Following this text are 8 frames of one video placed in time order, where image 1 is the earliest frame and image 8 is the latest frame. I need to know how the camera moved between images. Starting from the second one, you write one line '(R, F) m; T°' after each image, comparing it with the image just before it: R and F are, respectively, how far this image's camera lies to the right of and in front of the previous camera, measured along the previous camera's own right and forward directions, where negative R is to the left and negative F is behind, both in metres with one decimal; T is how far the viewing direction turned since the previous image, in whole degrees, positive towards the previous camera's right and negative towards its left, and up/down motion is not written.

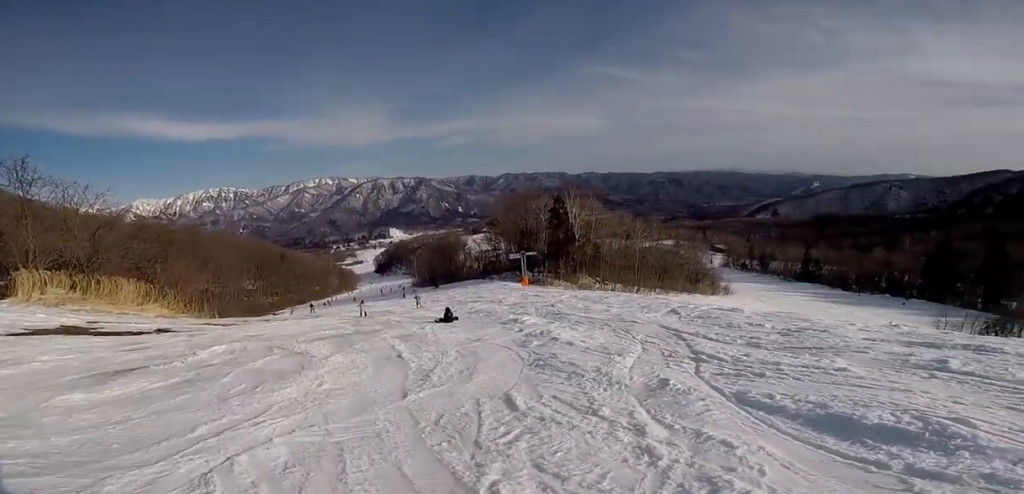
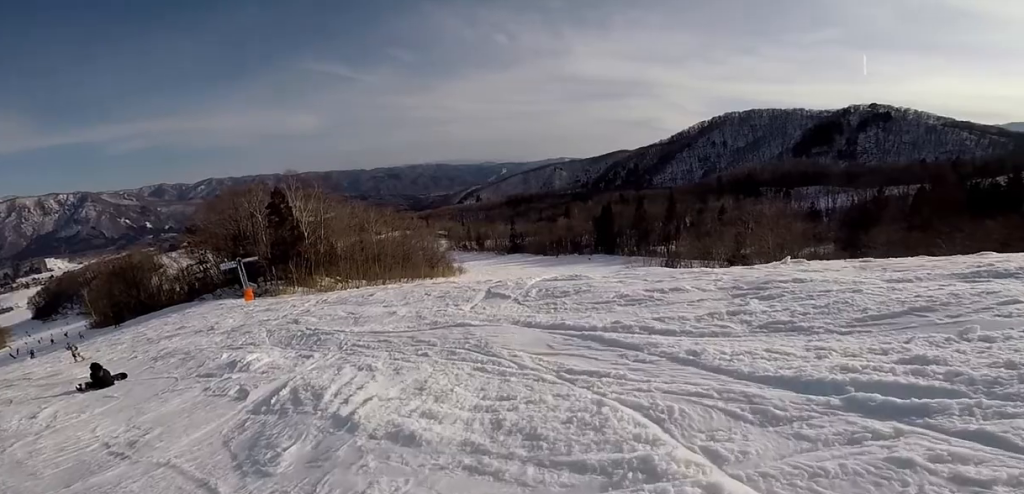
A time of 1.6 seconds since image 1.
(+1.0, +5.6) m; +24°
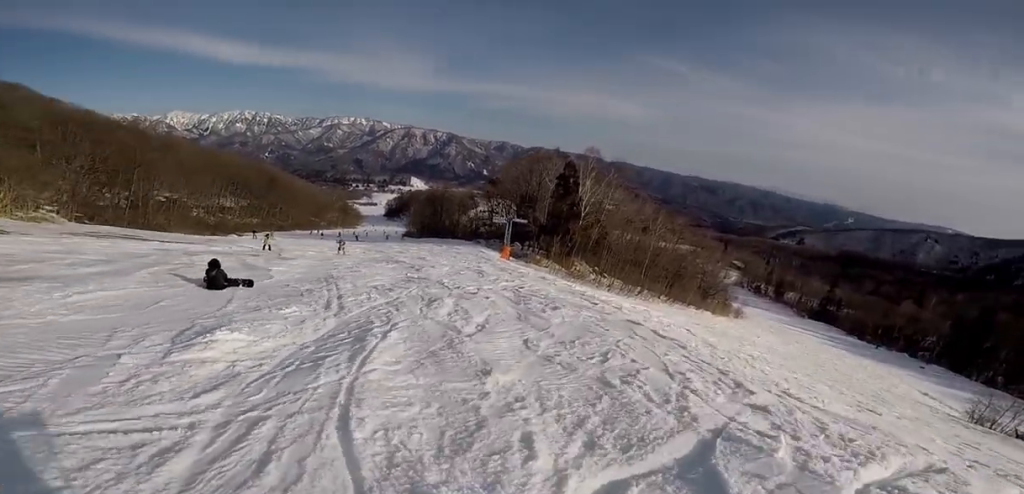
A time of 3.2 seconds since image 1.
(0.0, +5.8) m; -31°
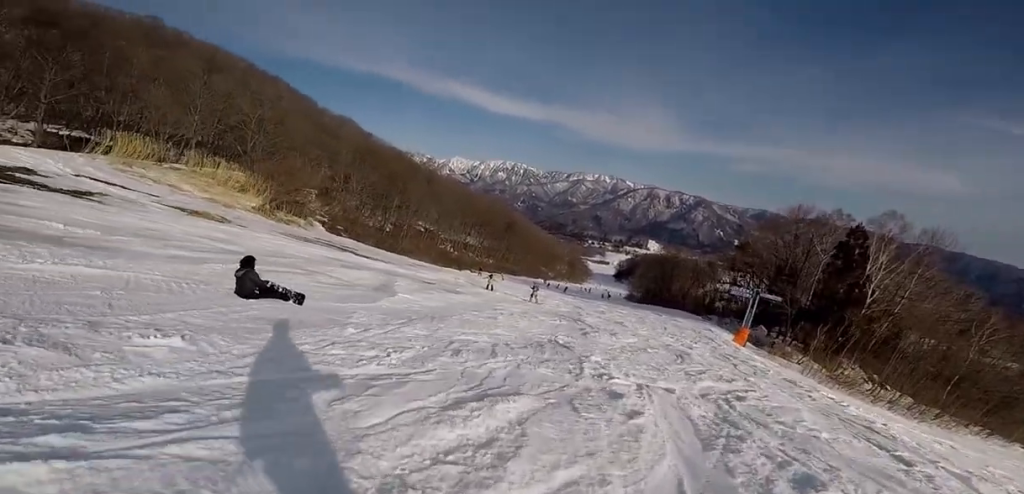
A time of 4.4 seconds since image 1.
(-1.9, +4.3) m; -33°
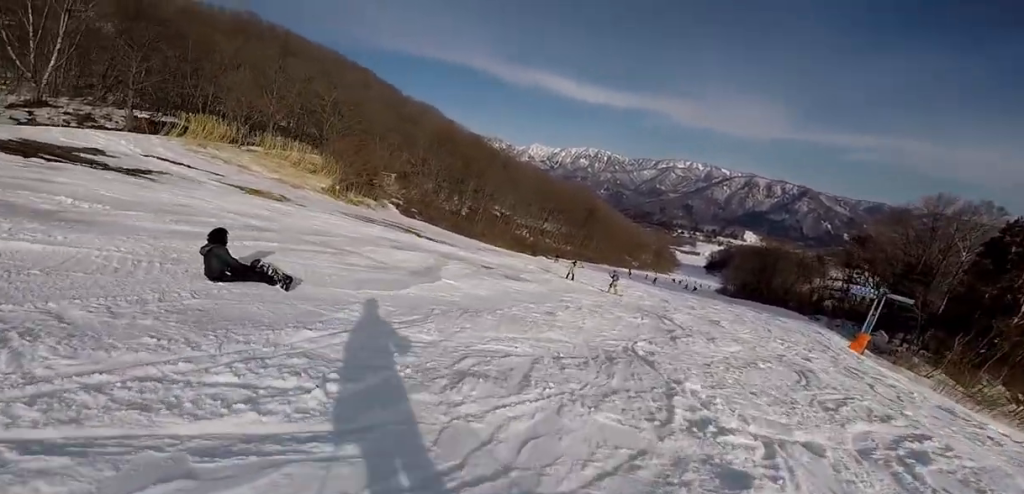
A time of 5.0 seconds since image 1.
(-0.1, +2.4) m; -1°
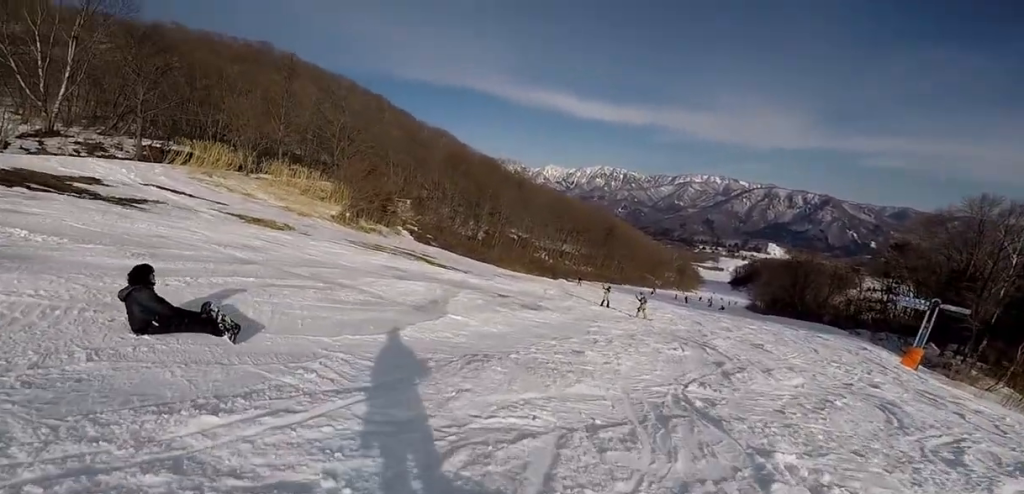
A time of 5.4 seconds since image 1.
(0.0, +1.8) m; +1°
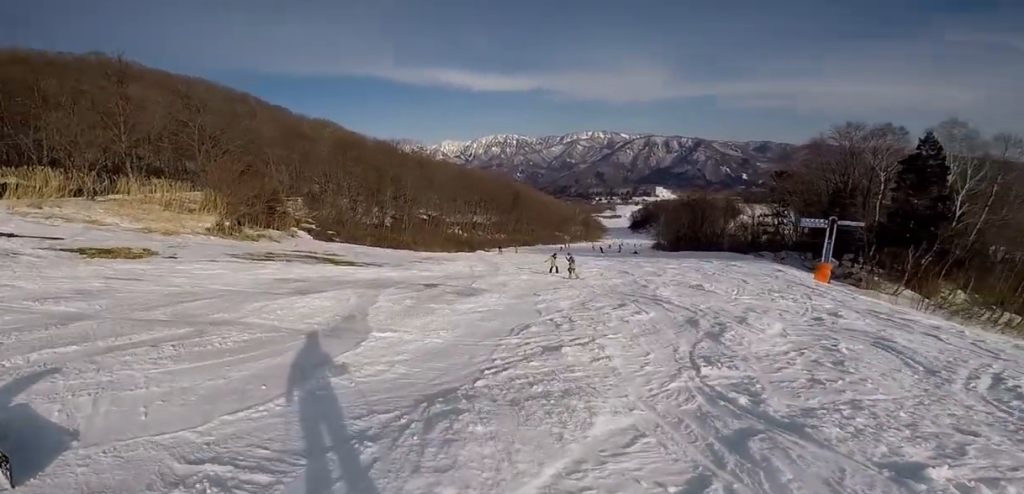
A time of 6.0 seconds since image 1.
(+0.1, +2.4) m; +7°
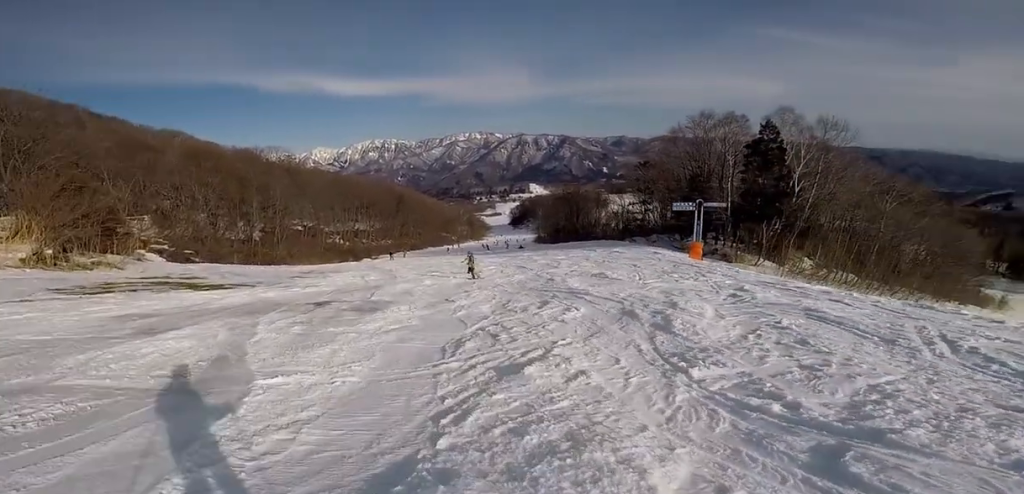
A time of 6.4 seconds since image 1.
(-0.1, +1.8) m; +7°
